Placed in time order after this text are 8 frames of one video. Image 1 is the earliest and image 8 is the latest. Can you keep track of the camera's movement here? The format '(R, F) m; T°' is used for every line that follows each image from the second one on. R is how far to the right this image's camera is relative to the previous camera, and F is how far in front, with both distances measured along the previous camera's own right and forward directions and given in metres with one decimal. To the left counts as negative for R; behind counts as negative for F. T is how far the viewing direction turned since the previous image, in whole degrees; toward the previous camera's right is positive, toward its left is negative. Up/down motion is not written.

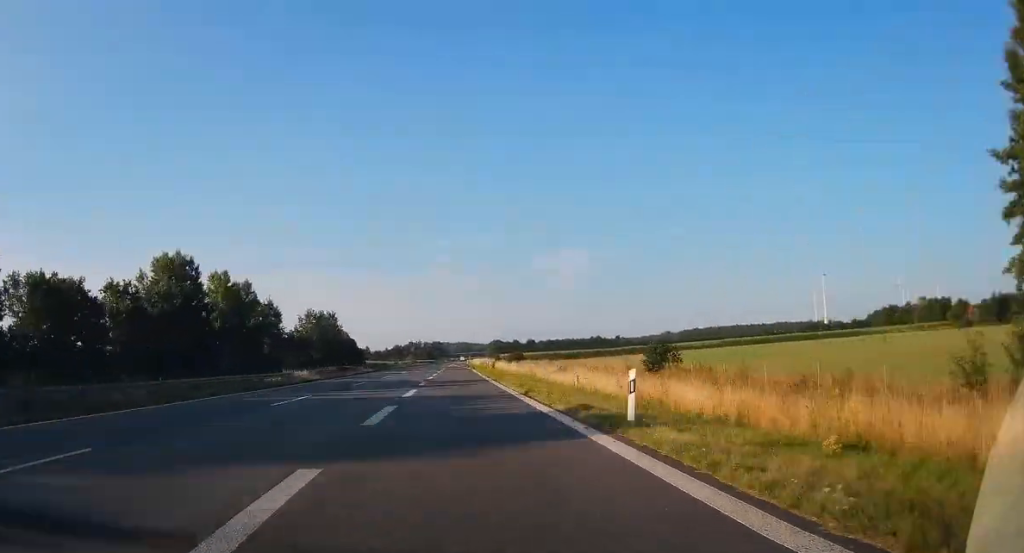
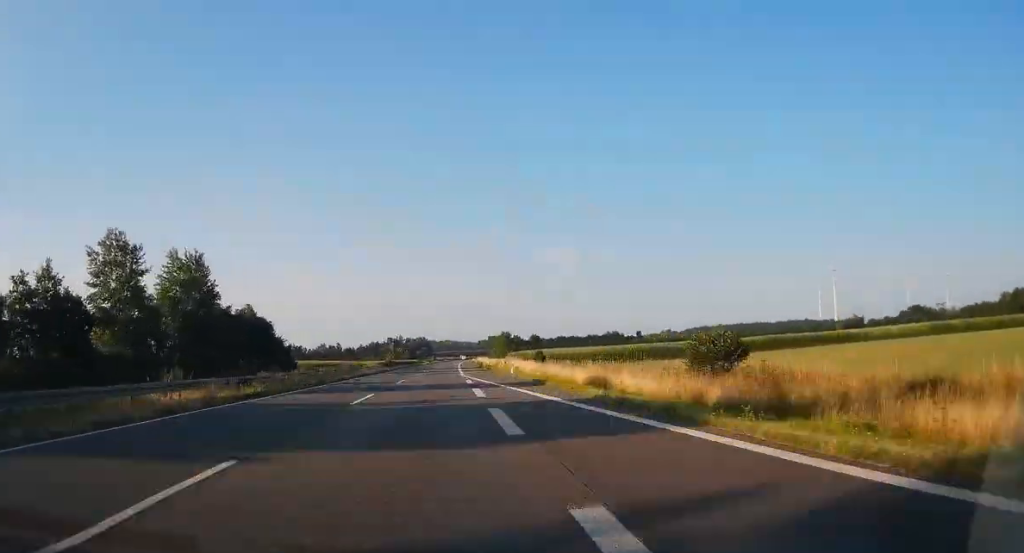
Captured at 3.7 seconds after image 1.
(+2.6, +109.9) m; +2°
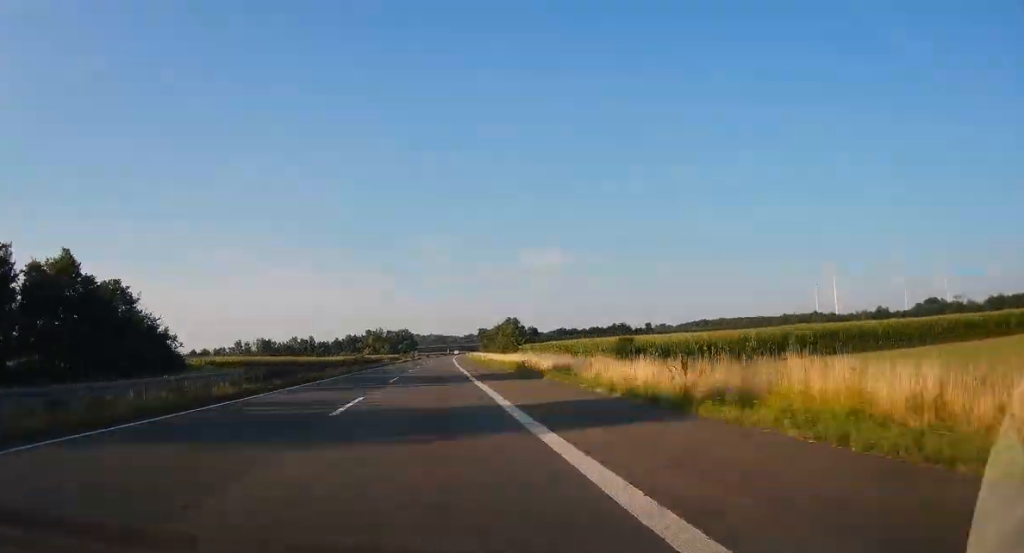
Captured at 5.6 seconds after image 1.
(+0.1, +60.6) m; +1°
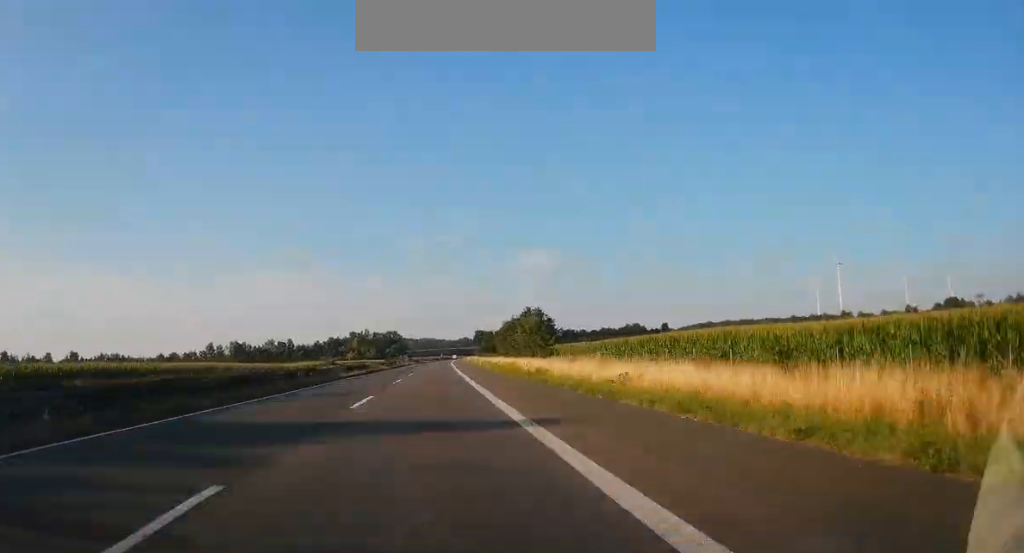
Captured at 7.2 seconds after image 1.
(+0.8, +52.6) m; +1°
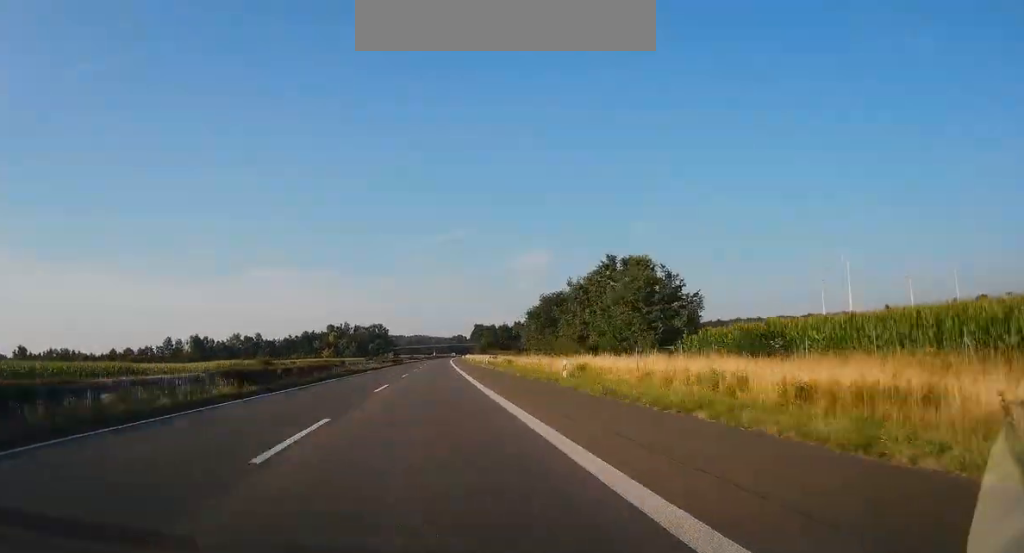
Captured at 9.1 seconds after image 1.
(+0.3, +64.0) m; +1°
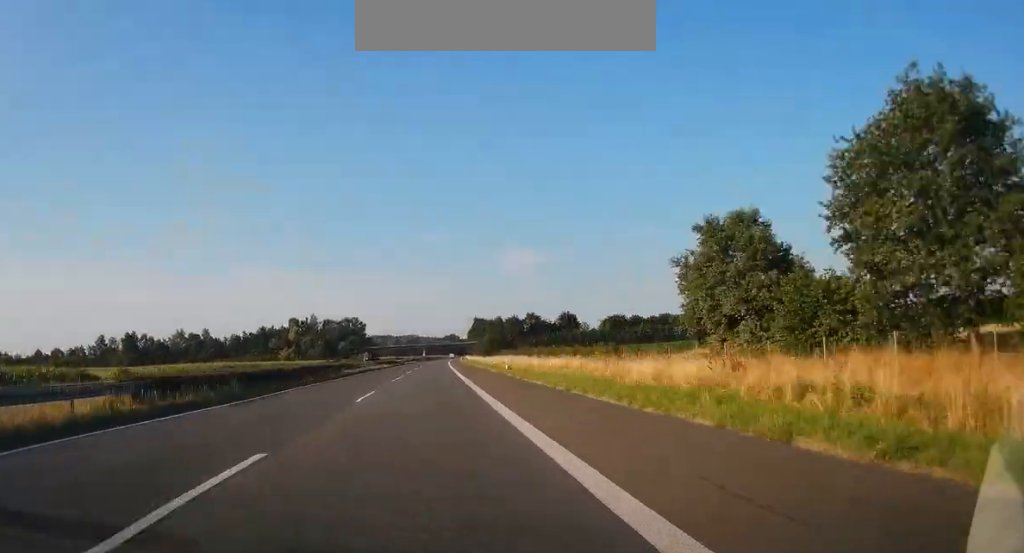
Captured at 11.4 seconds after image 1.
(+0.7, +80.8) m; +1°
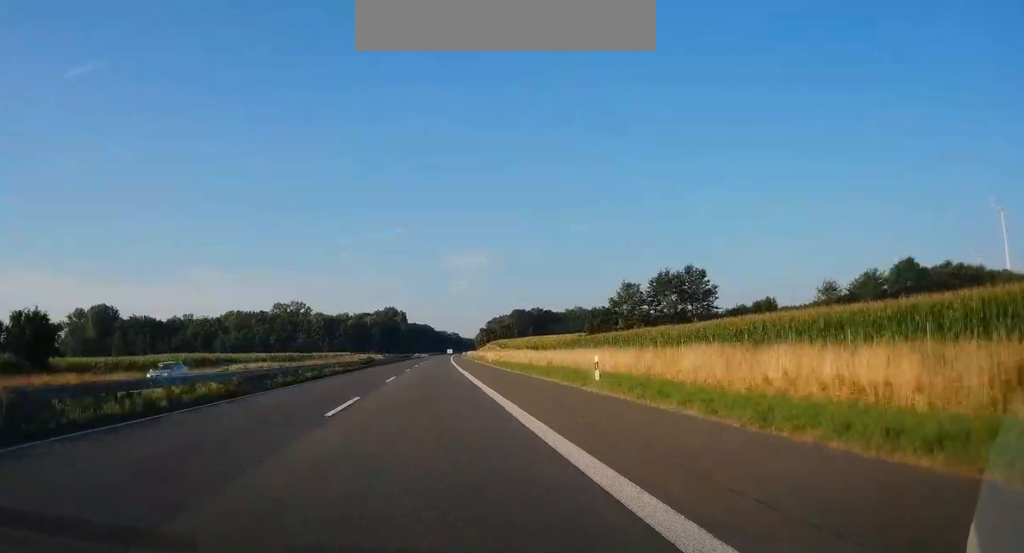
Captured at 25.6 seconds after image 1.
(+18.4, +526.0) m; +4°
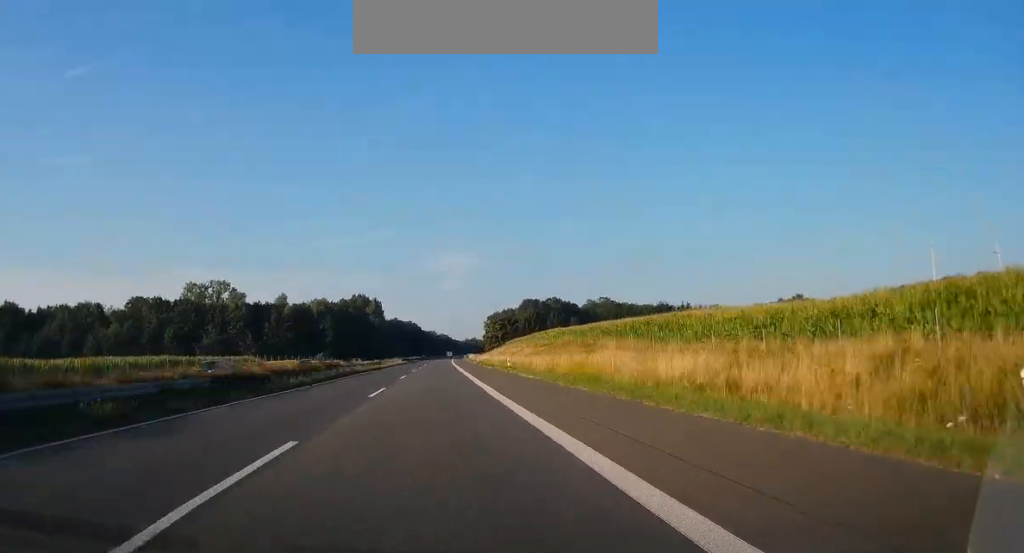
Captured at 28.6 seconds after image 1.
(+0.5, +119.1) m; +1°
